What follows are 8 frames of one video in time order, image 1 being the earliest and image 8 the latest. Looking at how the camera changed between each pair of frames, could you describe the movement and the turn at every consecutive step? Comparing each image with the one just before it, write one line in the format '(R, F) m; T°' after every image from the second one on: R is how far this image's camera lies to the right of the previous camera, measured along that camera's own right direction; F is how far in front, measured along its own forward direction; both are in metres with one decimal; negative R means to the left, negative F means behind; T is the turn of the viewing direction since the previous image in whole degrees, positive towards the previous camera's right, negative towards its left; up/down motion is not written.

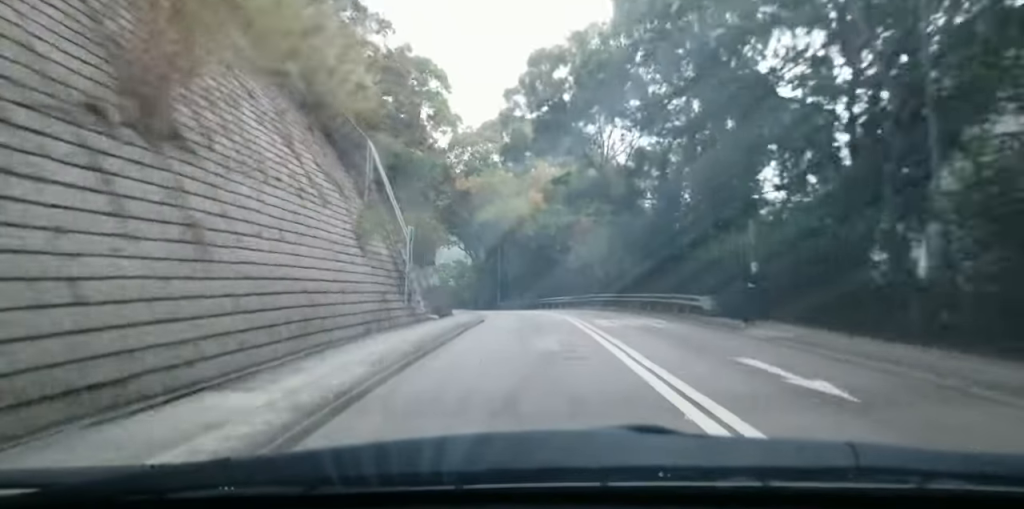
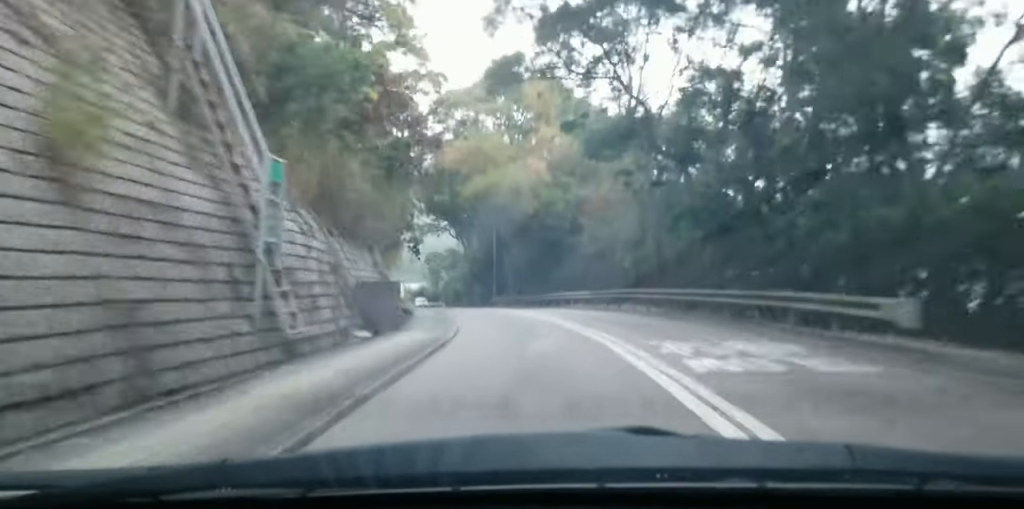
(+0.1, +11.4) m; -2°
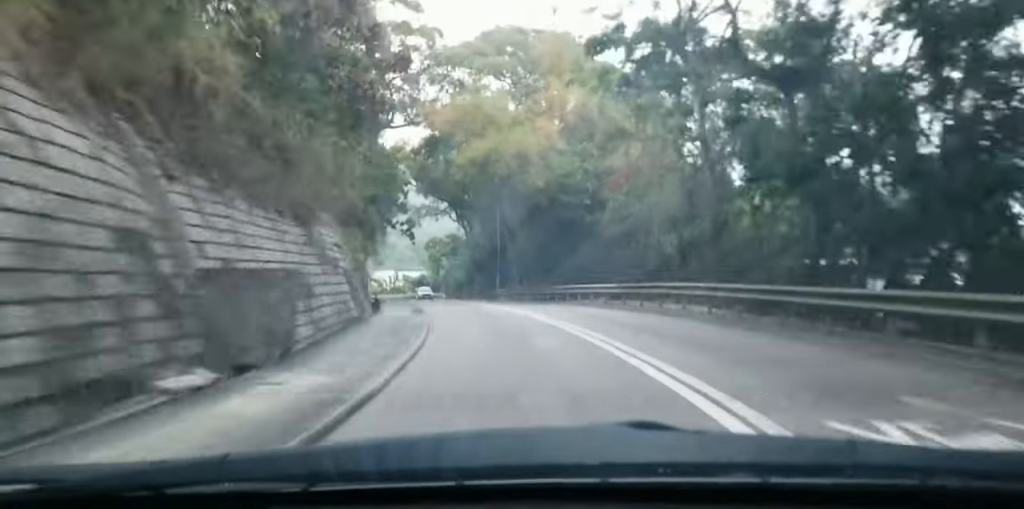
(-0.4, +8.8) m; -2°
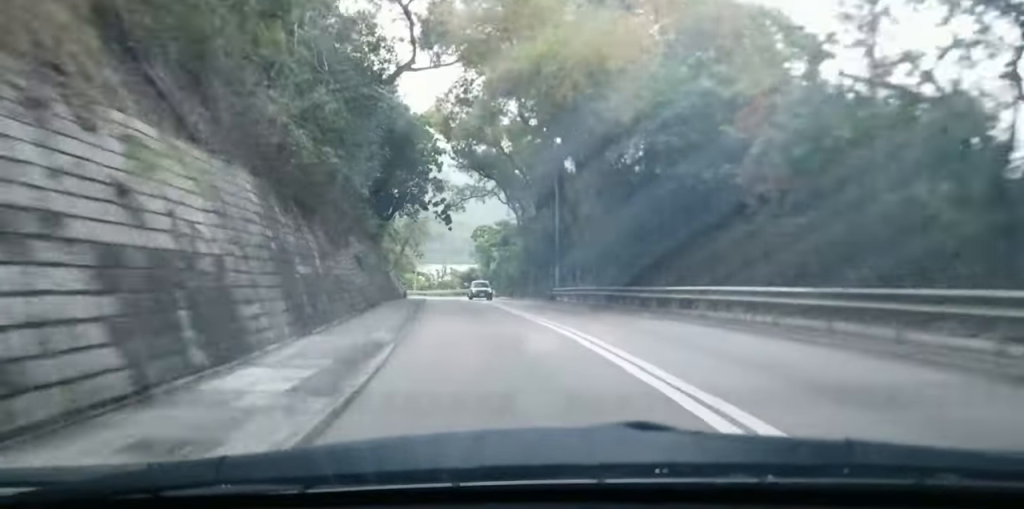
(-0.5, +14.3) m; -2°
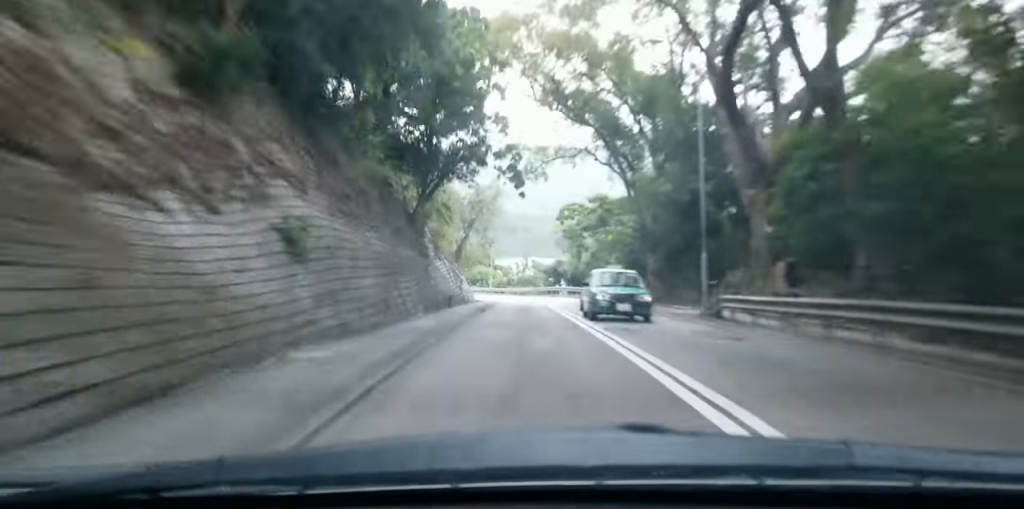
(-0.2, +20.4) m; -1°
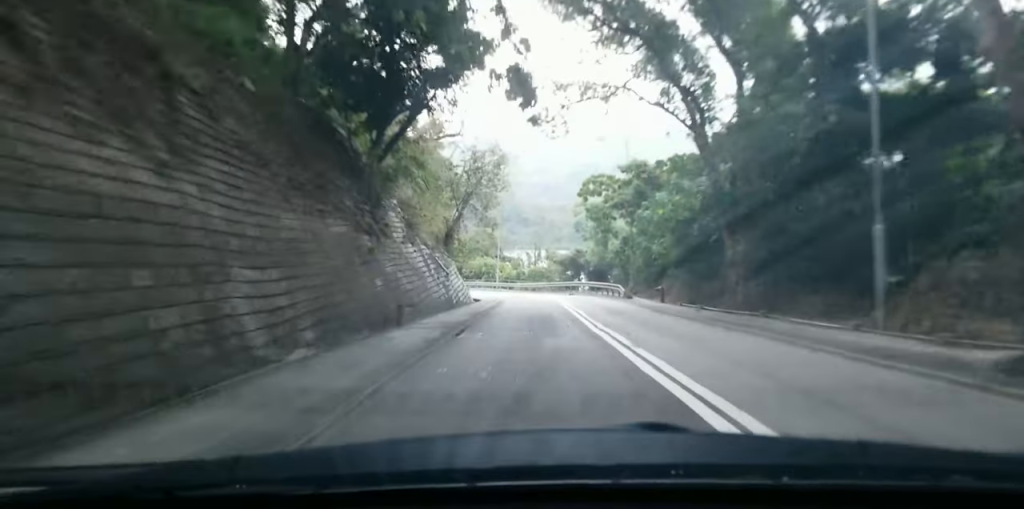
(0.0, +14.7) m; 0°
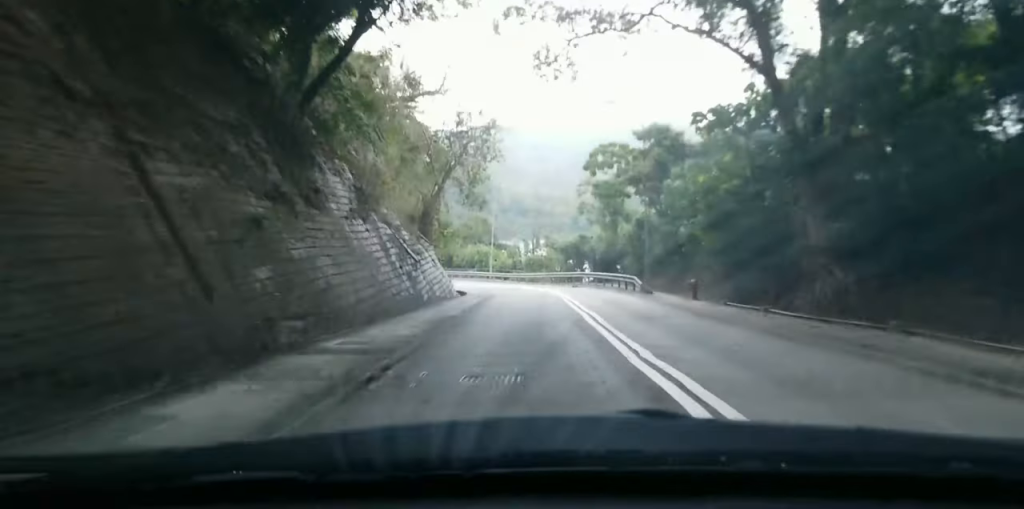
(0.0, +7.9) m; 0°
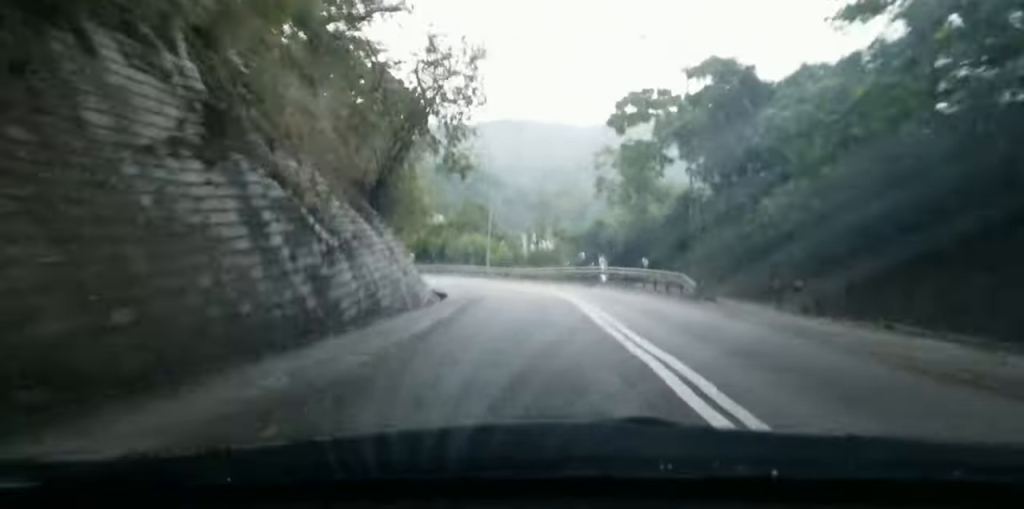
(0.0, +10.9) m; 0°
